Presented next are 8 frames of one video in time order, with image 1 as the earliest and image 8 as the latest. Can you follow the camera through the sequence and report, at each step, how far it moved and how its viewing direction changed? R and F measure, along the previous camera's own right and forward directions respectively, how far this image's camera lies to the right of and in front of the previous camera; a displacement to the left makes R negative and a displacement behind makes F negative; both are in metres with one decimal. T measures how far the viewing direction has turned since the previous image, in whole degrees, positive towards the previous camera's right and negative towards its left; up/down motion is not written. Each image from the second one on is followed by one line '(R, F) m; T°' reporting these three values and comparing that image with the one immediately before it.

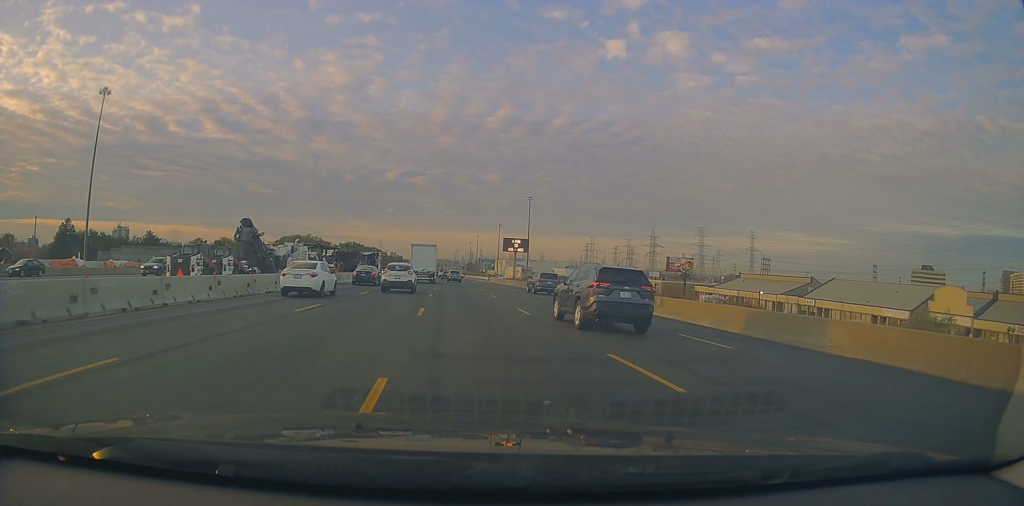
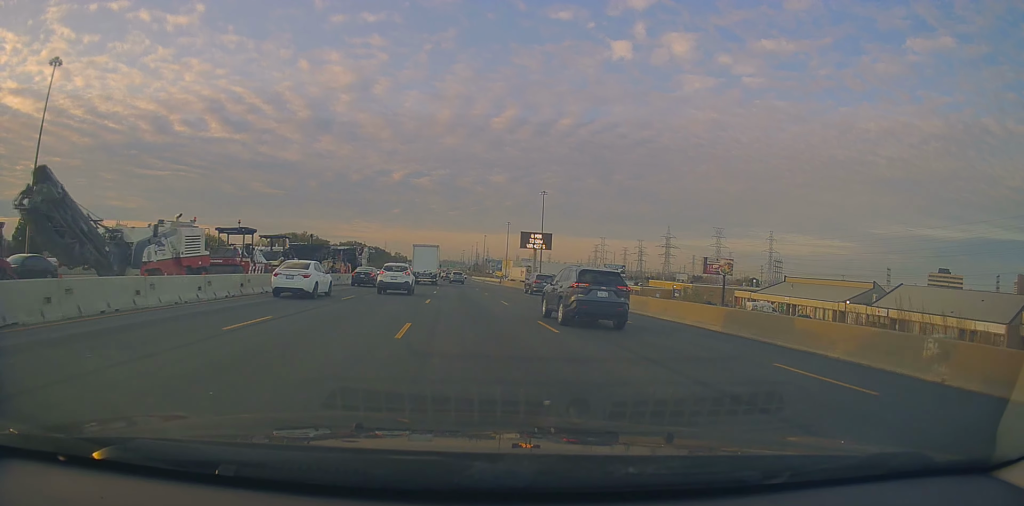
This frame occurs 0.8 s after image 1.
(-0.1, +17.0) m; 0°
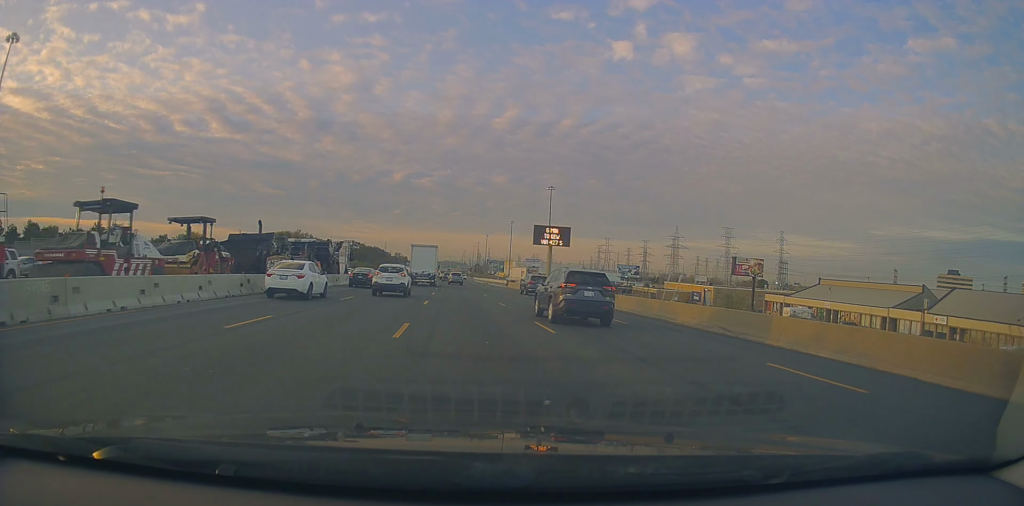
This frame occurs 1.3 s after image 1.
(-0.2, +11.9) m; 0°
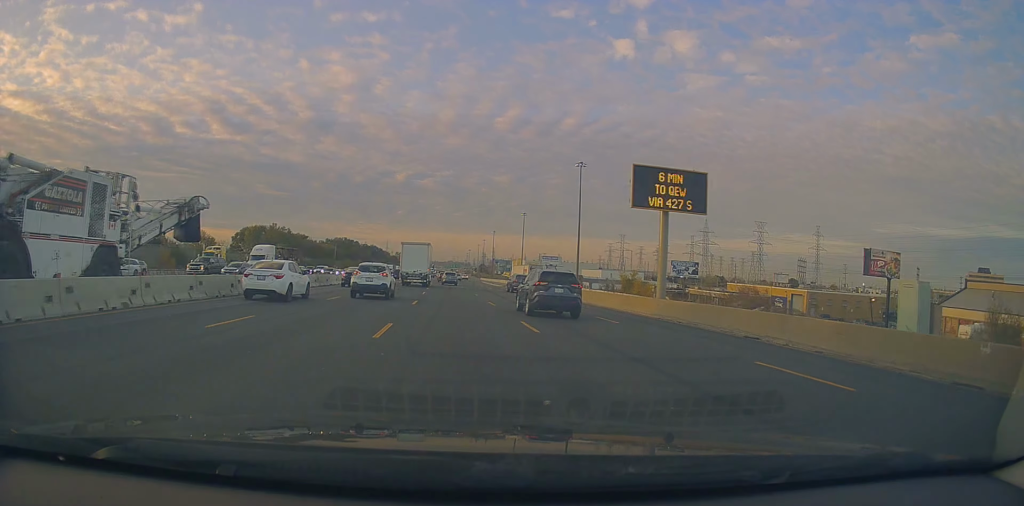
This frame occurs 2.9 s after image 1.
(-0.2, +36.1) m; -1°
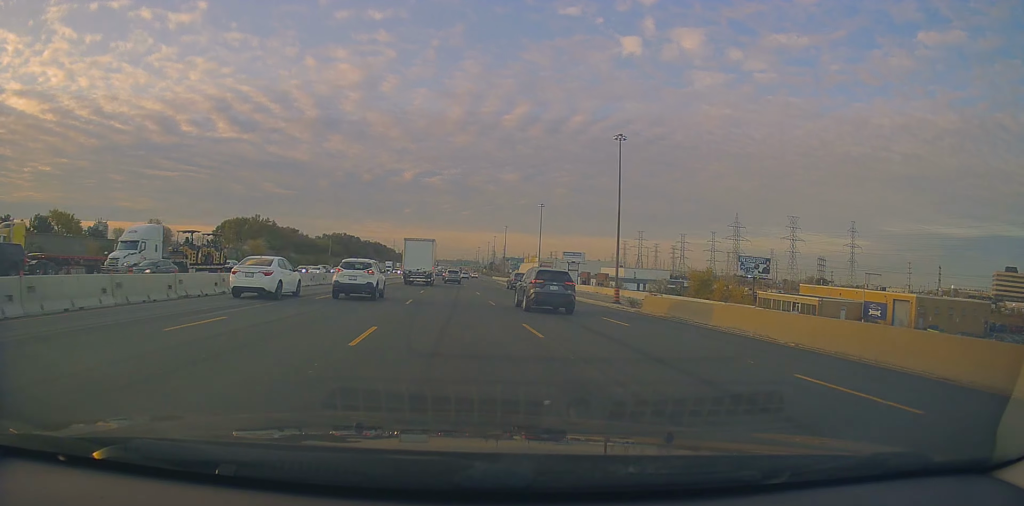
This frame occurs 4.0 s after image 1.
(+0.1, +25.2) m; 0°
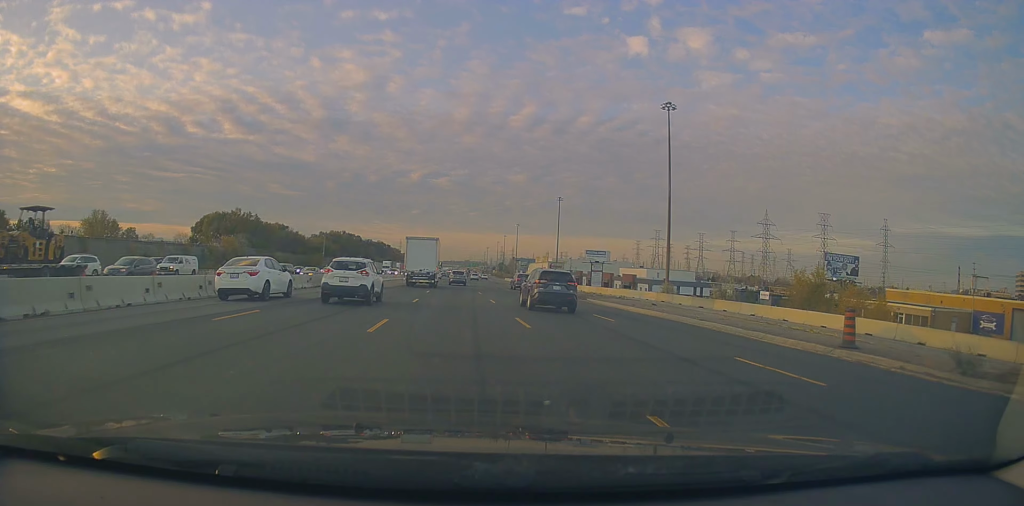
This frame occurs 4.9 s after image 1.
(-0.1, +21.6) m; -1°
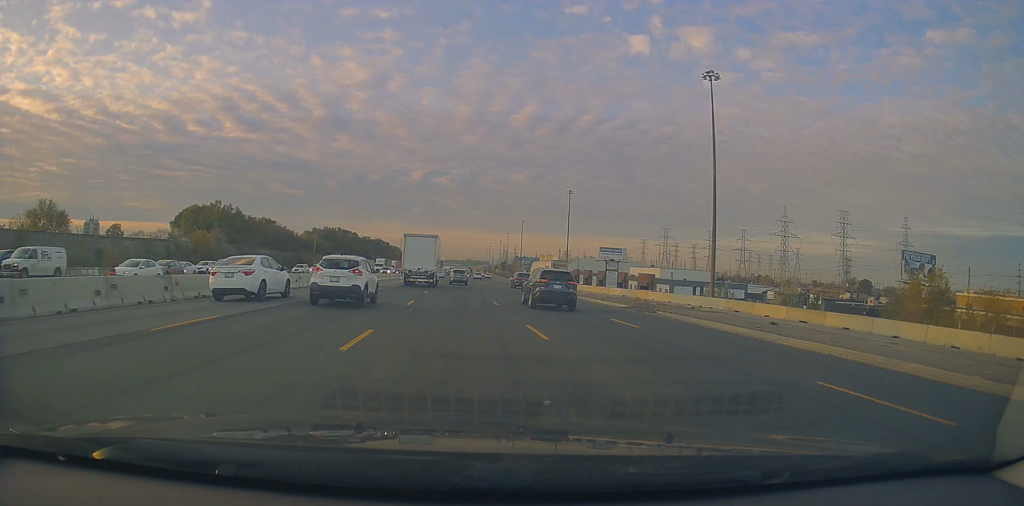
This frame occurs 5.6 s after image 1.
(-0.1, +14.6) m; -1°
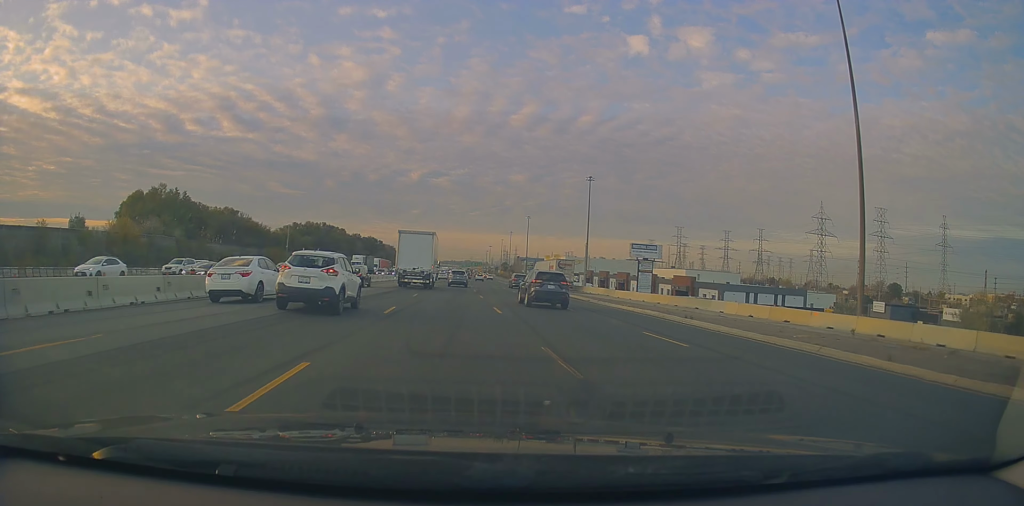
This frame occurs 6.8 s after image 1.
(-0.2, +28.1) m; 0°
